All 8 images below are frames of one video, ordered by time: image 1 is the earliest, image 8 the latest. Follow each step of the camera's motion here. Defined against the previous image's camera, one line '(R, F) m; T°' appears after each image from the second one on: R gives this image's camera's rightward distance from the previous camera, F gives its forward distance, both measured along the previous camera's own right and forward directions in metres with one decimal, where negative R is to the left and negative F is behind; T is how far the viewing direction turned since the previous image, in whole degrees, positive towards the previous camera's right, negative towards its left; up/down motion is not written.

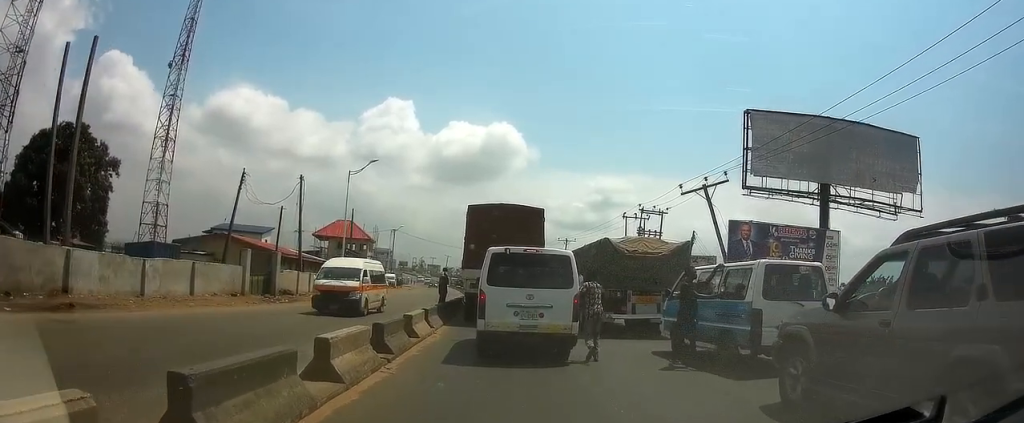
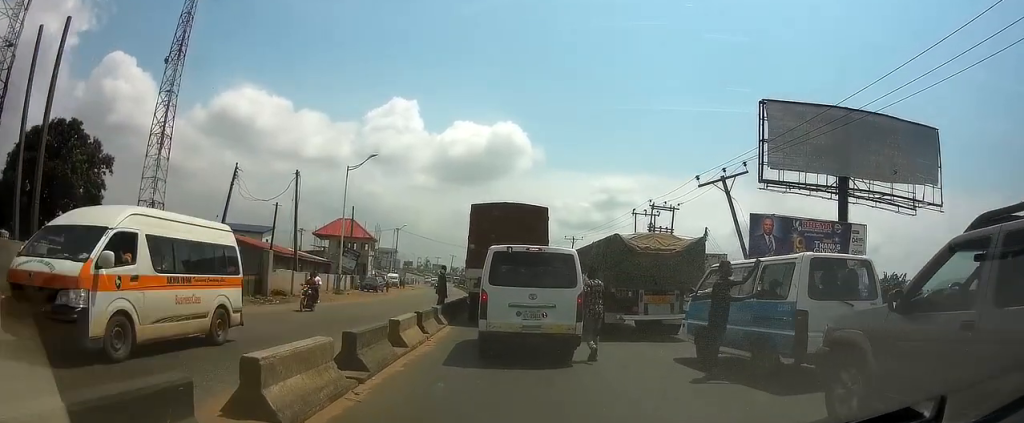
(0.0, +2.0) m; +2°
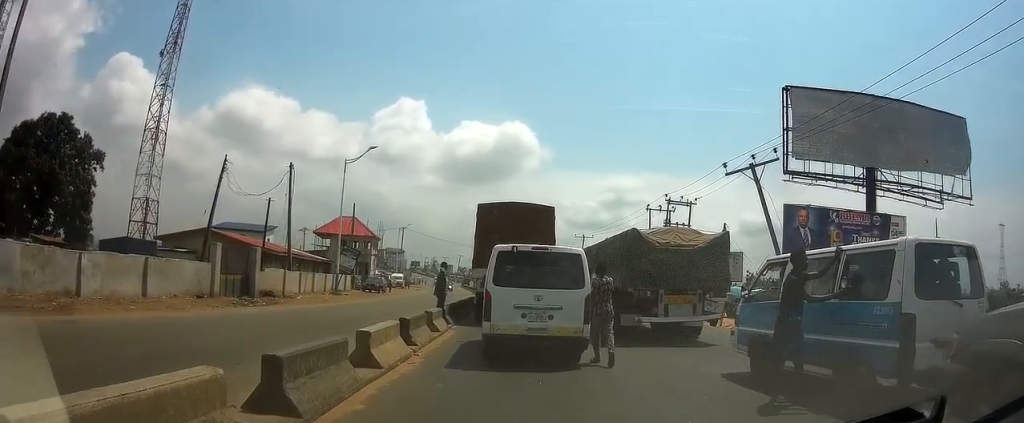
(+0.1, +2.5) m; 0°
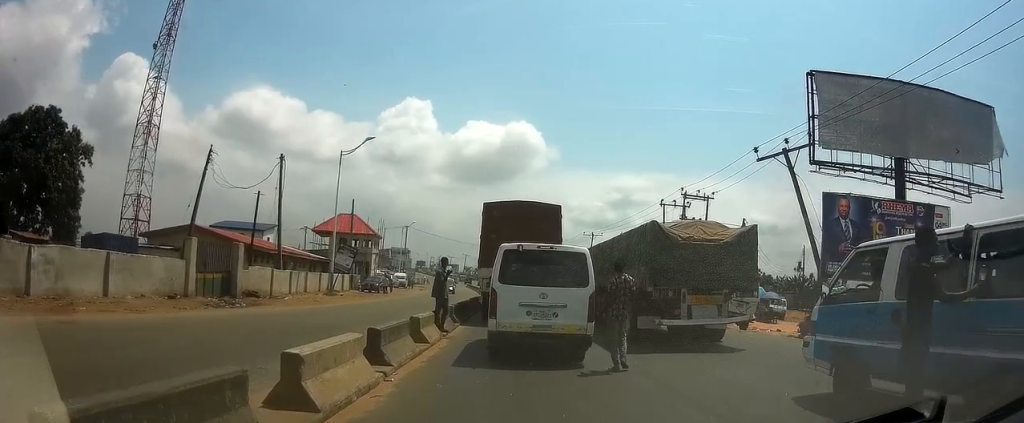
(-0.1, +2.5) m; -2°
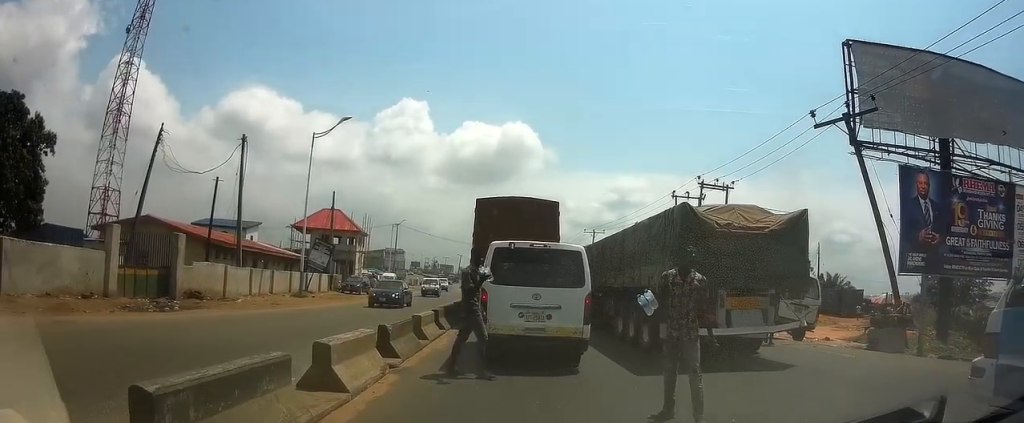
(0.0, +5.1) m; +1°
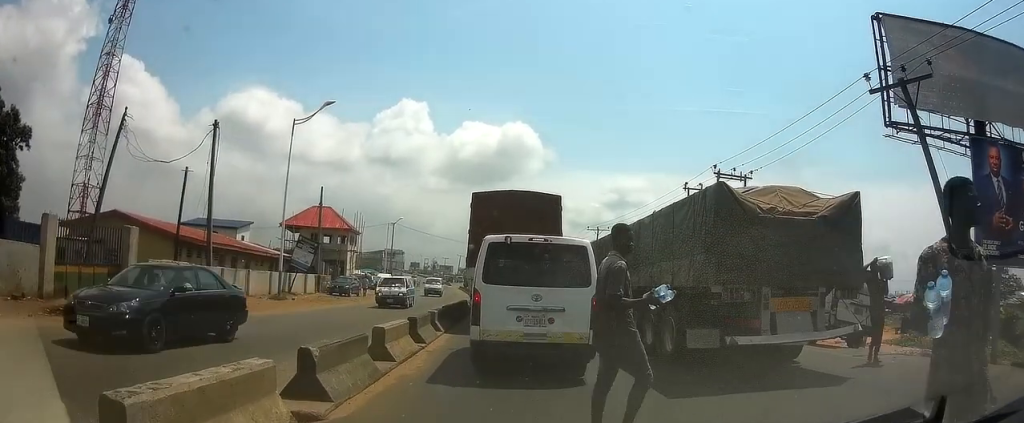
(0.0, +3.3) m; -1°
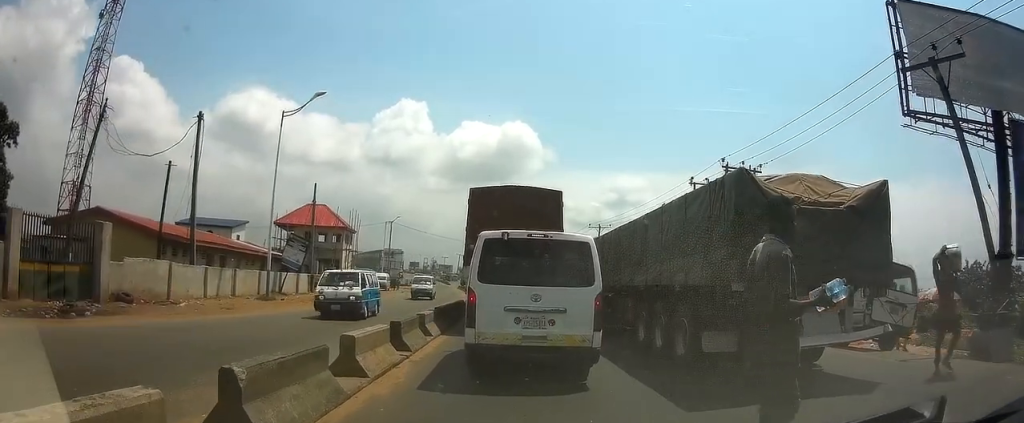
(0.0, +1.4) m; 0°
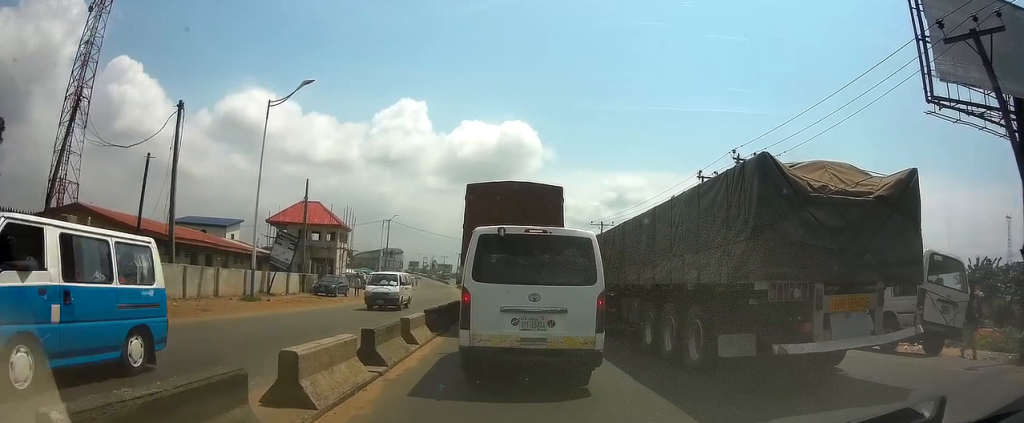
(0.0, +1.7) m; +1°
